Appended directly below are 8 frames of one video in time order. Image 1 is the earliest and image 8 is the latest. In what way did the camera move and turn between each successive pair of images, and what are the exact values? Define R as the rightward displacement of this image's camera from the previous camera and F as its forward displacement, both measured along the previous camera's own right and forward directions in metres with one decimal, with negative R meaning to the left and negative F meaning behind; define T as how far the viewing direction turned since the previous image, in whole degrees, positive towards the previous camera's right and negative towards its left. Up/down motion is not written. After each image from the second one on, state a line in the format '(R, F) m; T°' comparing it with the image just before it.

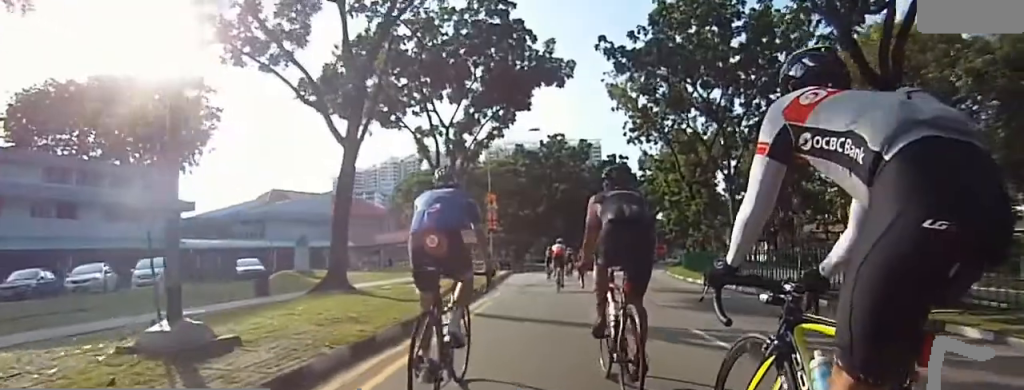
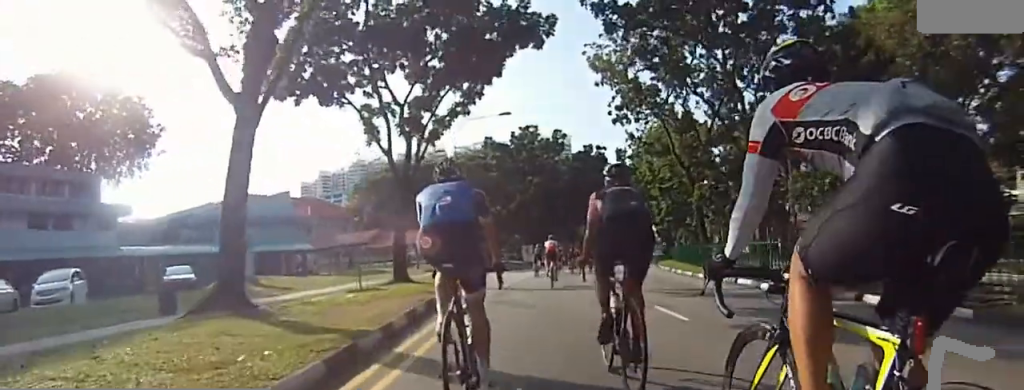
(+0.1, +4.1) m; +1°
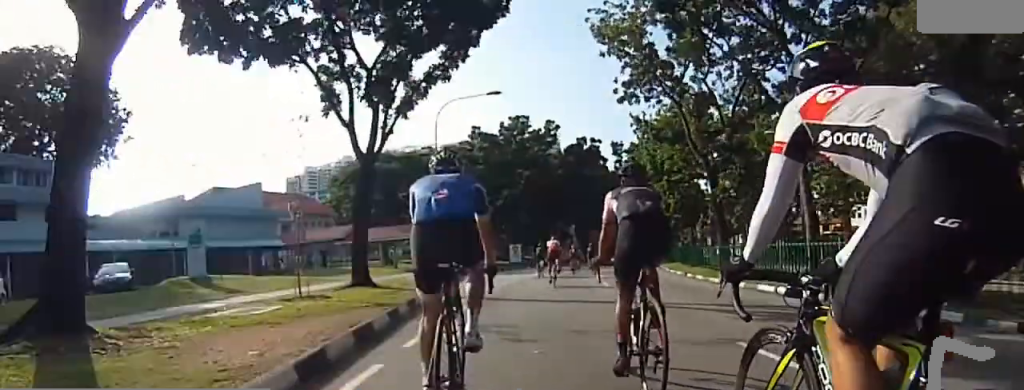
(0.0, +3.5) m; 0°
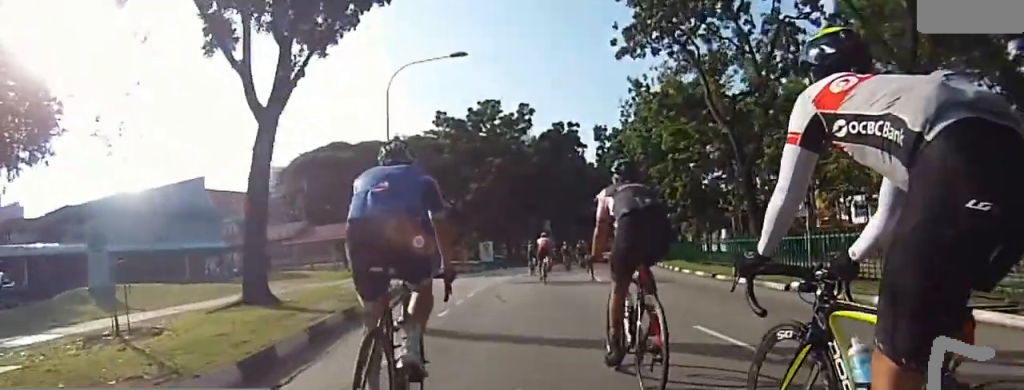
(0.0, +4.9) m; 0°
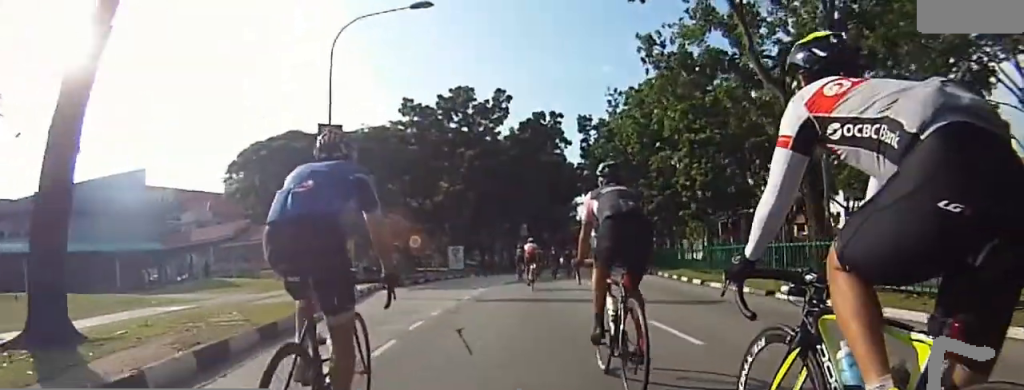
(0.0, +4.5) m; +2°
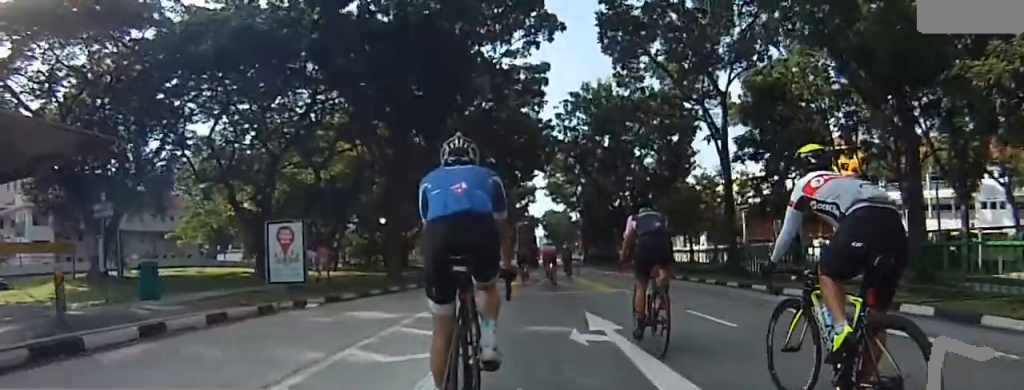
(+3.4, +22.1) m; +2°
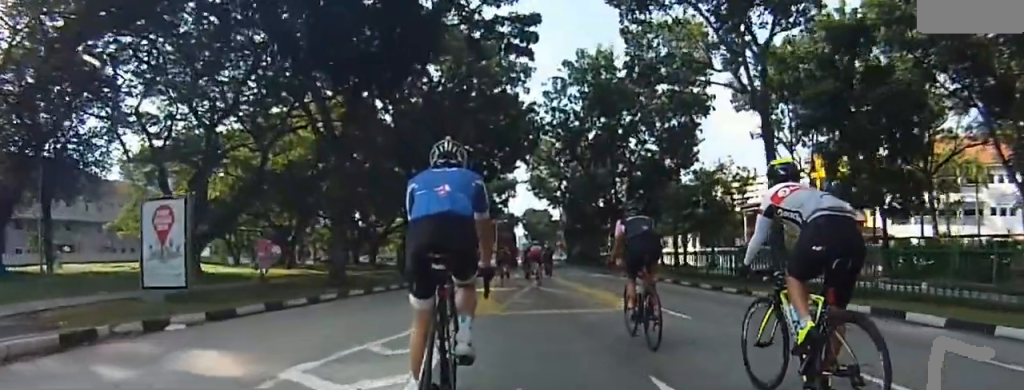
(-0.3, +4.7) m; 0°
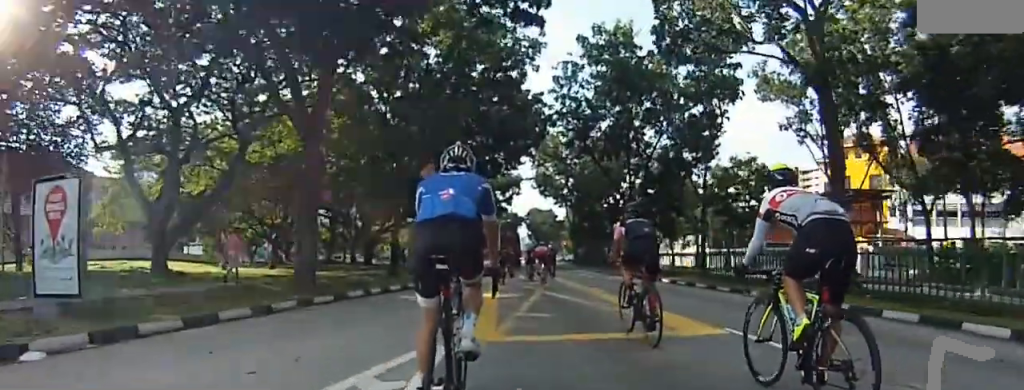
(-0.2, +2.9) m; +8°
